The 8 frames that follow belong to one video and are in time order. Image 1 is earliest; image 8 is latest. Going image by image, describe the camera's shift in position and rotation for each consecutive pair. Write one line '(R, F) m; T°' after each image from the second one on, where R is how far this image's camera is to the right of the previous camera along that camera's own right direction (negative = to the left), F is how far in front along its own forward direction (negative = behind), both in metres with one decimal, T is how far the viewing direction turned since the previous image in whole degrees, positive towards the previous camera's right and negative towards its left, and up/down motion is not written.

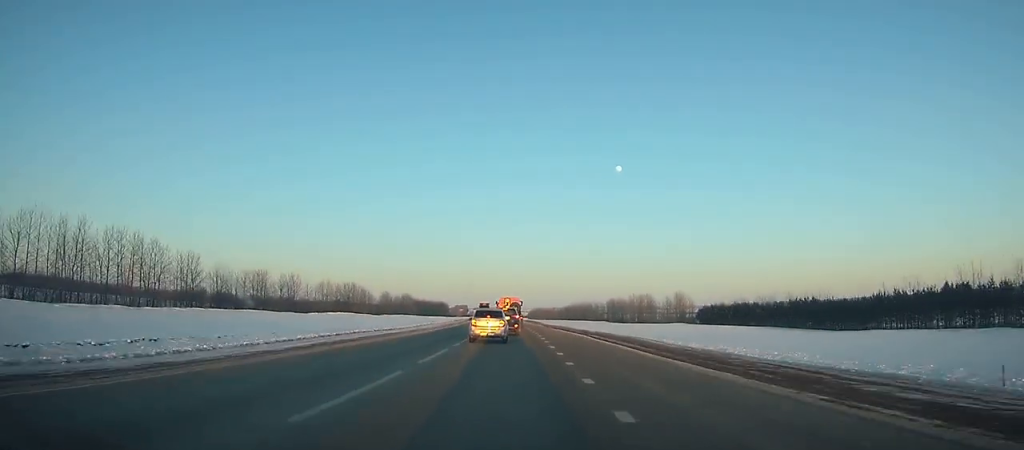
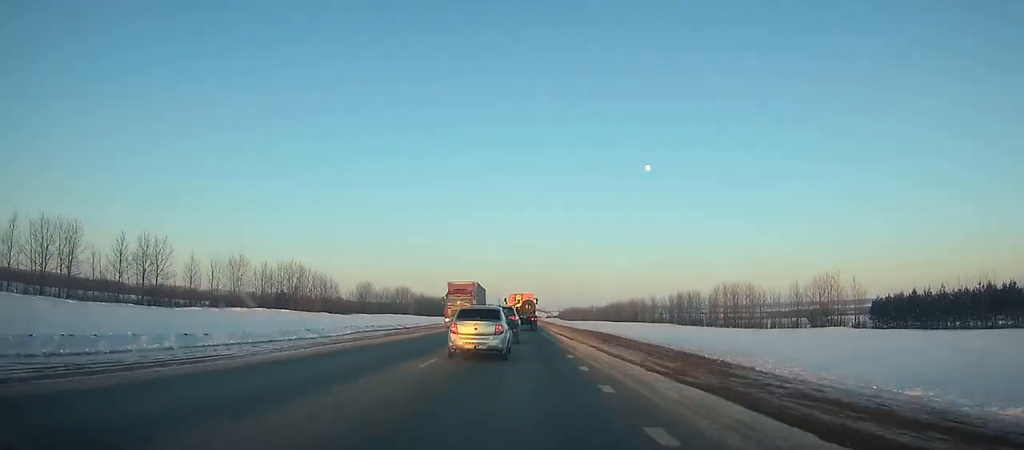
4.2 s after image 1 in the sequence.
(-2.1, +89.1) m; -2°
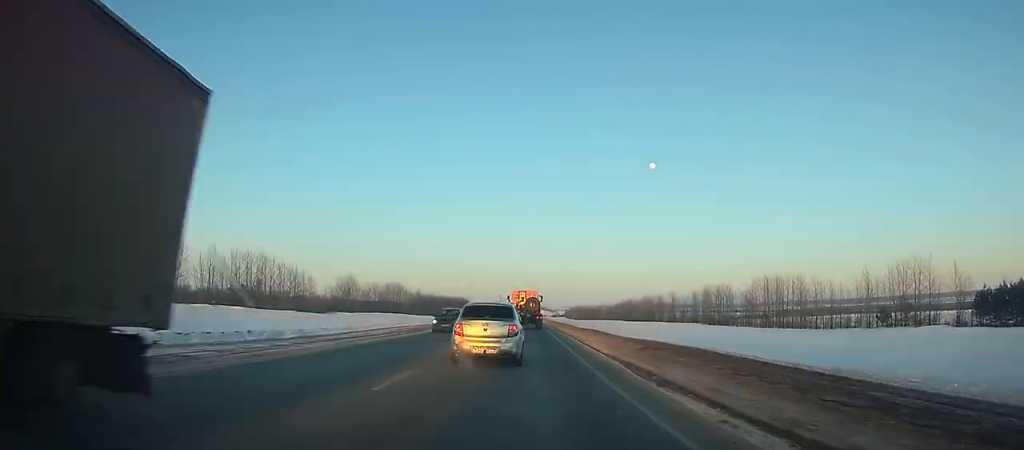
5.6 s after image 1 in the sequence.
(-0.3, +28.3) m; 0°
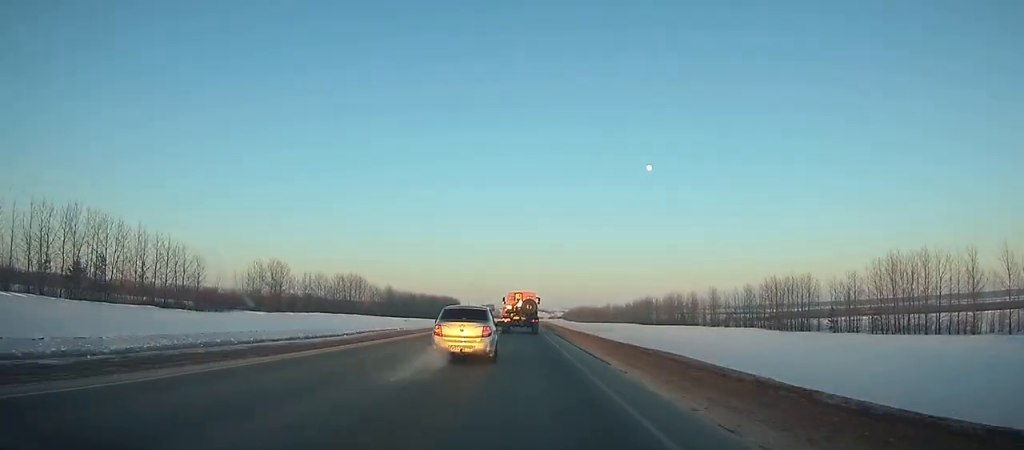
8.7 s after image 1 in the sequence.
(-0.3, +62.3) m; -1°
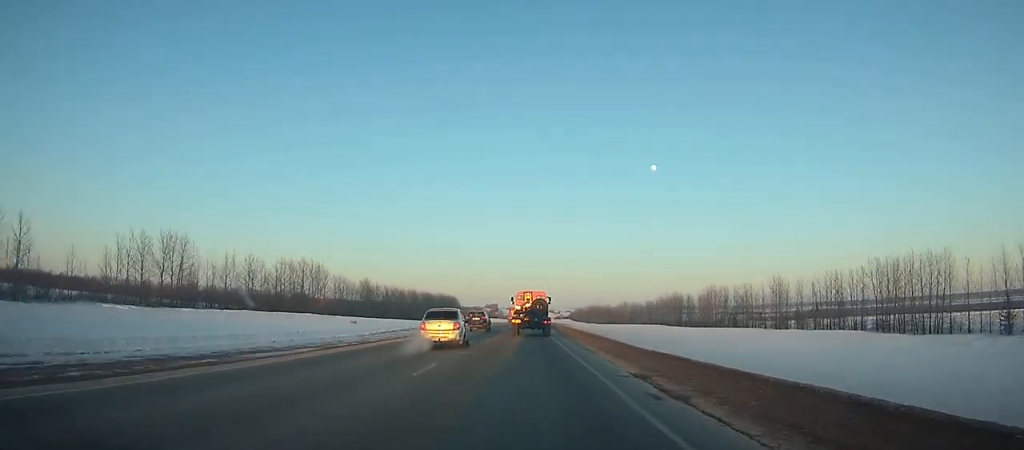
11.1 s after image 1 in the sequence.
(-0.1, +48.4) m; -1°
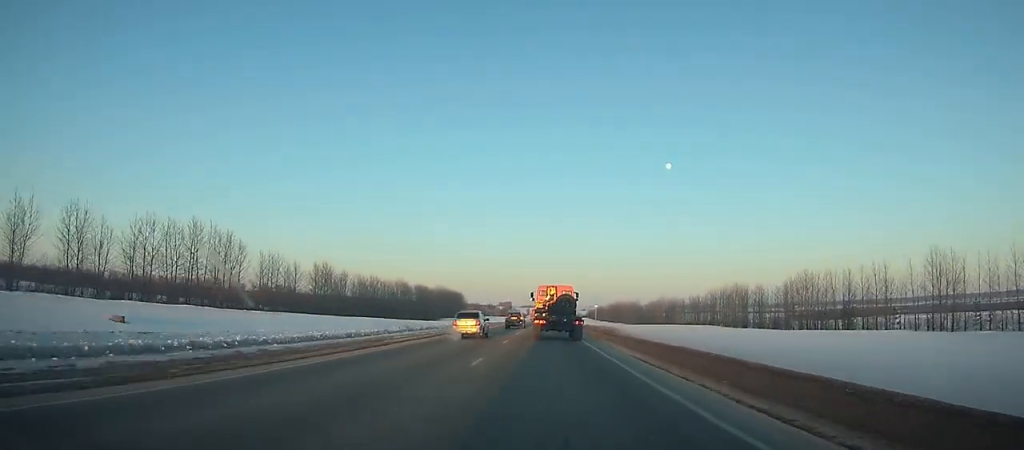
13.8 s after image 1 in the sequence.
(-0.4, +55.3) m; -1°
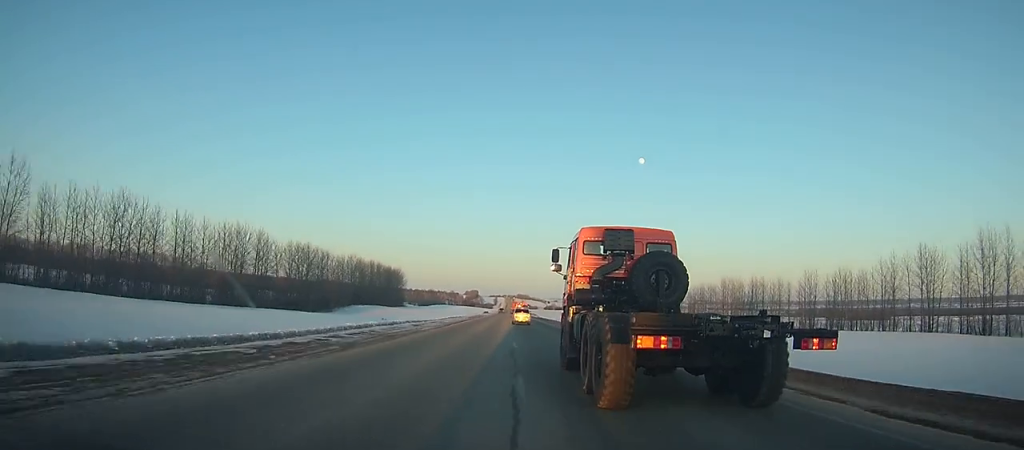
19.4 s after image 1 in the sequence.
(+0.6, +116.6) m; +2°
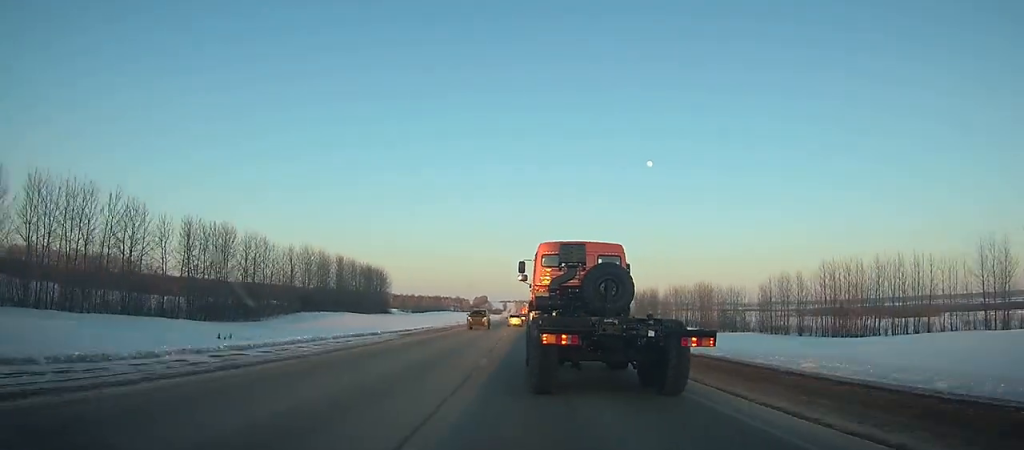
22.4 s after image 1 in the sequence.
(+0.9, +62.3) m; 0°
